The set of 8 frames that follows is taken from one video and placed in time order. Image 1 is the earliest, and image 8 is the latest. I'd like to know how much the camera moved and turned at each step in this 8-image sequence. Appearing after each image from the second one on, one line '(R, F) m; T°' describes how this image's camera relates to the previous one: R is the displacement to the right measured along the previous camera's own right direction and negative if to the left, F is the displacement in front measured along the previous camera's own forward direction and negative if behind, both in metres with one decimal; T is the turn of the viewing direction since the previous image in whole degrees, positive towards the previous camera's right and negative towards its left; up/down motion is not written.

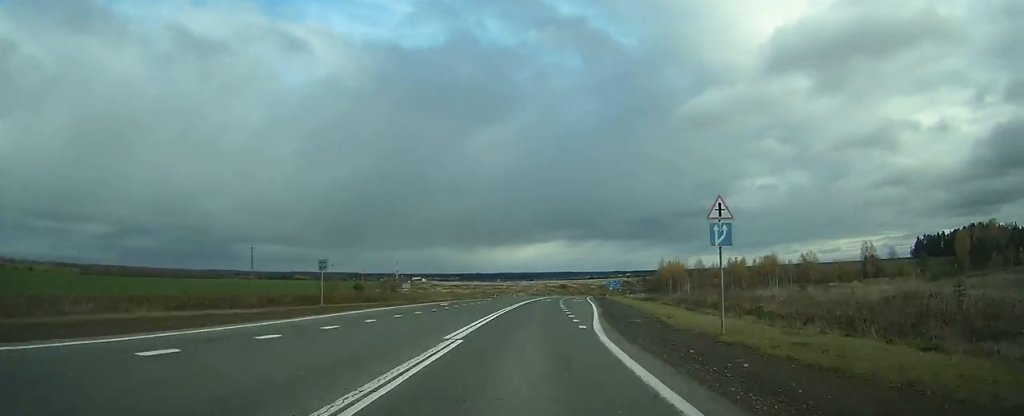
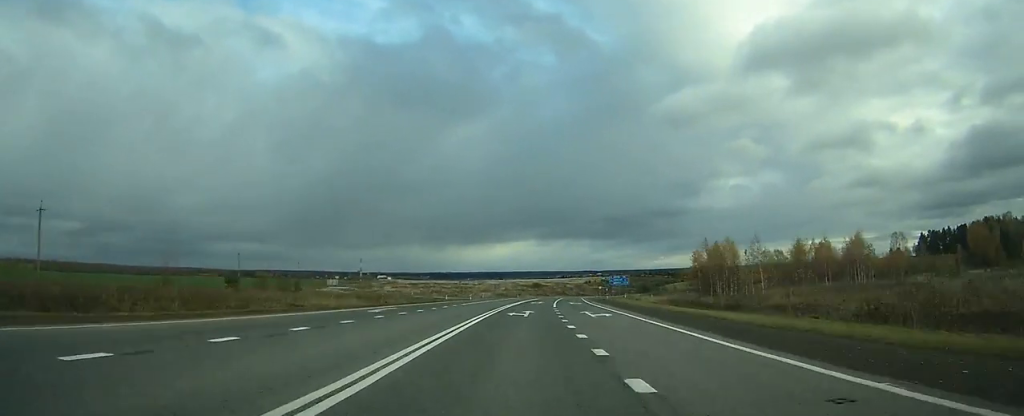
(+1.3, +45.1) m; +3°
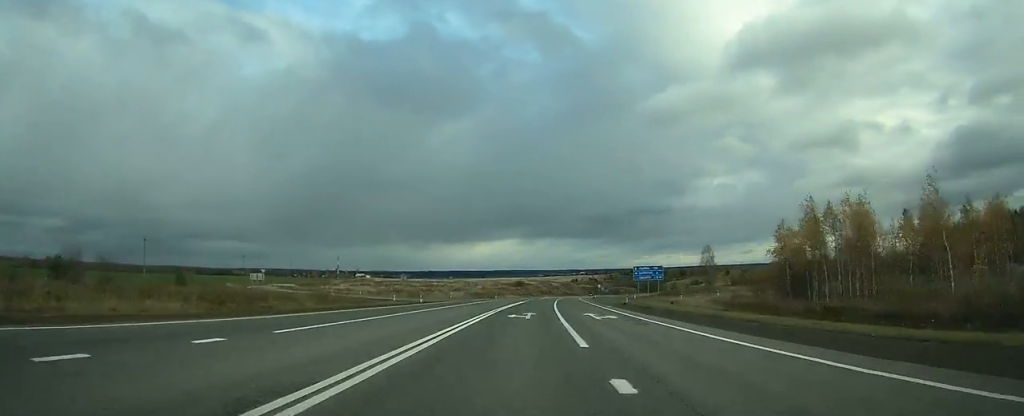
(+0.6, +32.2) m; +2°
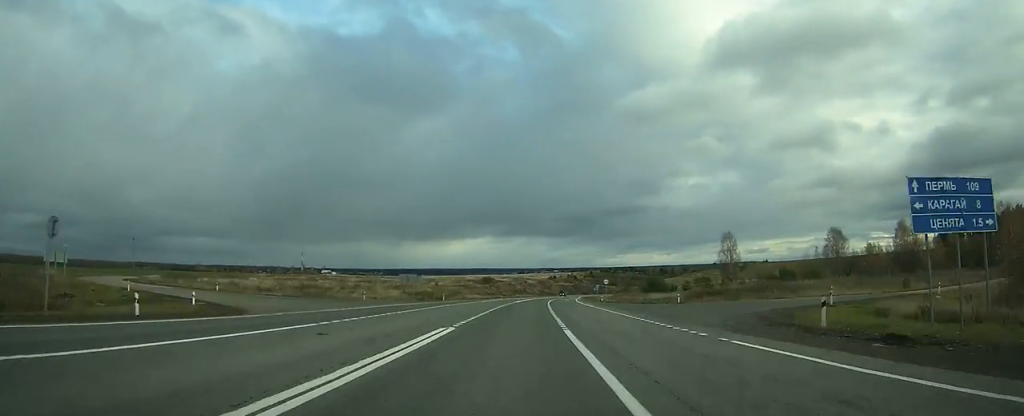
(+1.2, +46.1) m; +3°
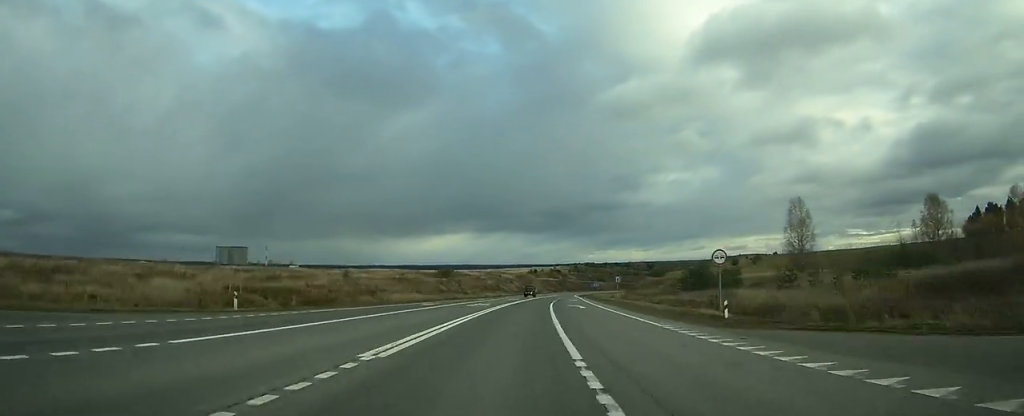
(+1.5, +54.7) m; +3°
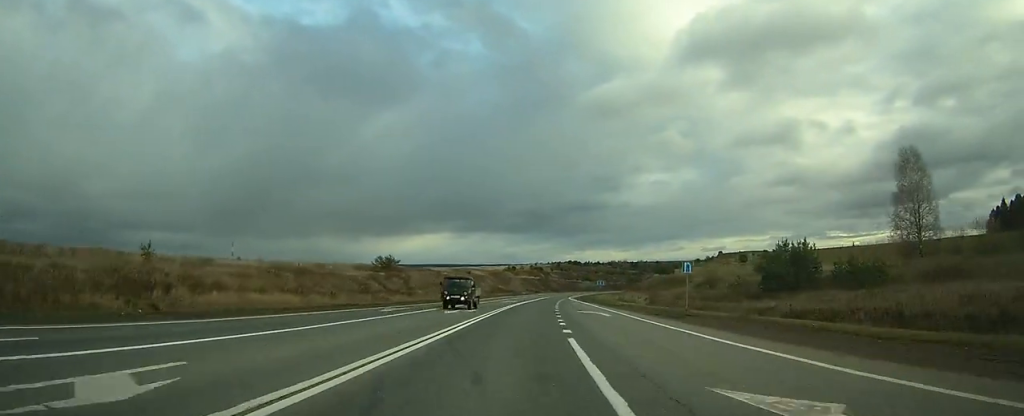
(+0.4, +40.5) m; +2°
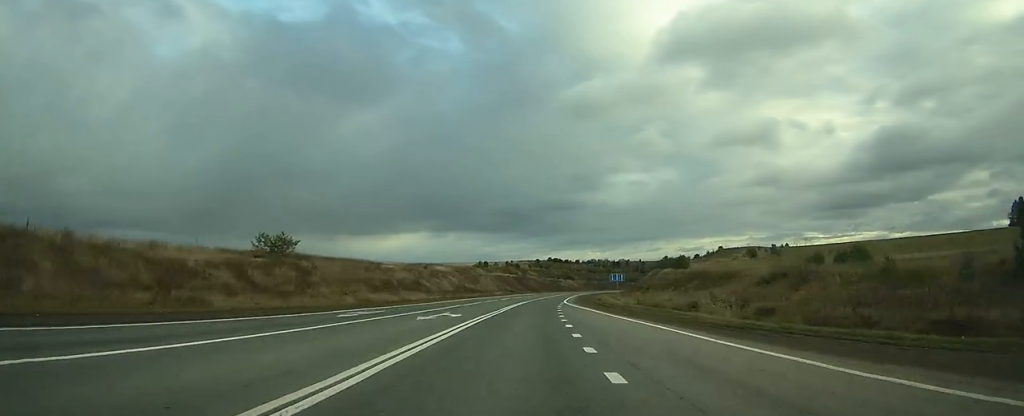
(+0.8, +37.2) m; +2°
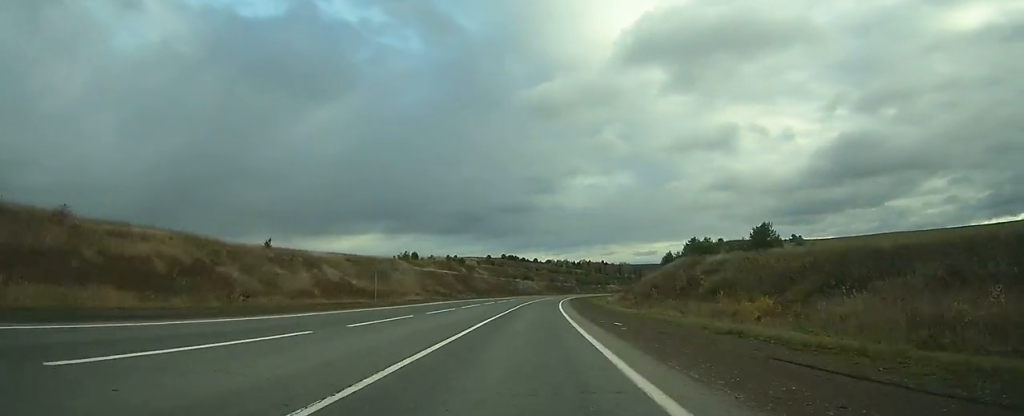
(+2.0, +60.7) m; +4°
